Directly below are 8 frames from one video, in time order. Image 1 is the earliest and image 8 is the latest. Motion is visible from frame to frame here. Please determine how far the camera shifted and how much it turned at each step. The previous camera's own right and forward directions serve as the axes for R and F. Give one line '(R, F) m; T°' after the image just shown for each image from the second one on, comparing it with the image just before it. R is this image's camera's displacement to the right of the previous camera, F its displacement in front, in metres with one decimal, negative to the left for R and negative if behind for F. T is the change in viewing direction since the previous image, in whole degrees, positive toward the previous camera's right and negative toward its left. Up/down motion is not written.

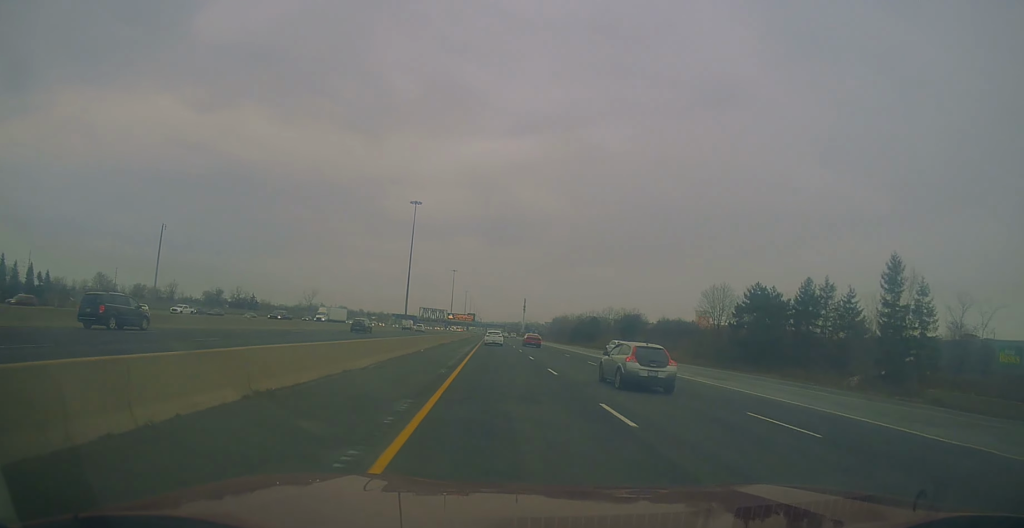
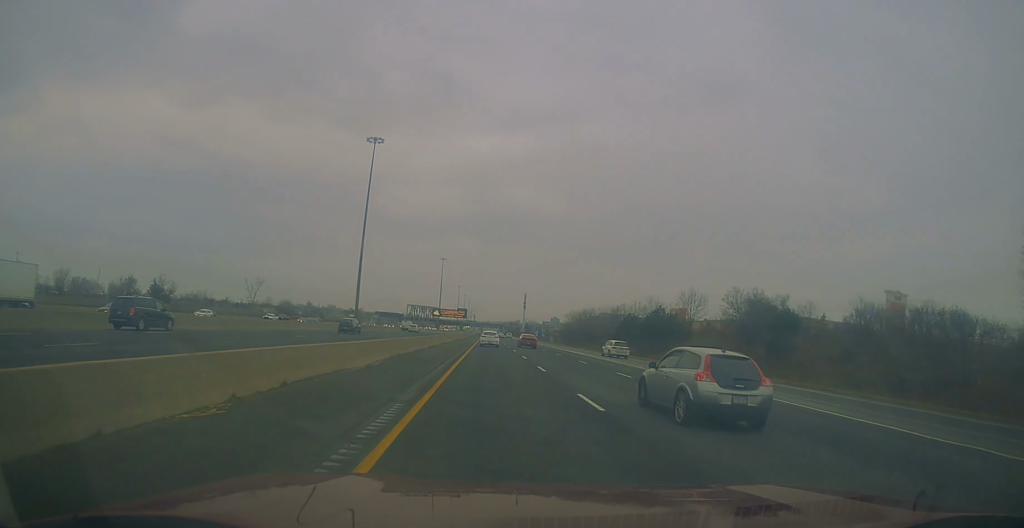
(0.0, +58.1) m; 0°
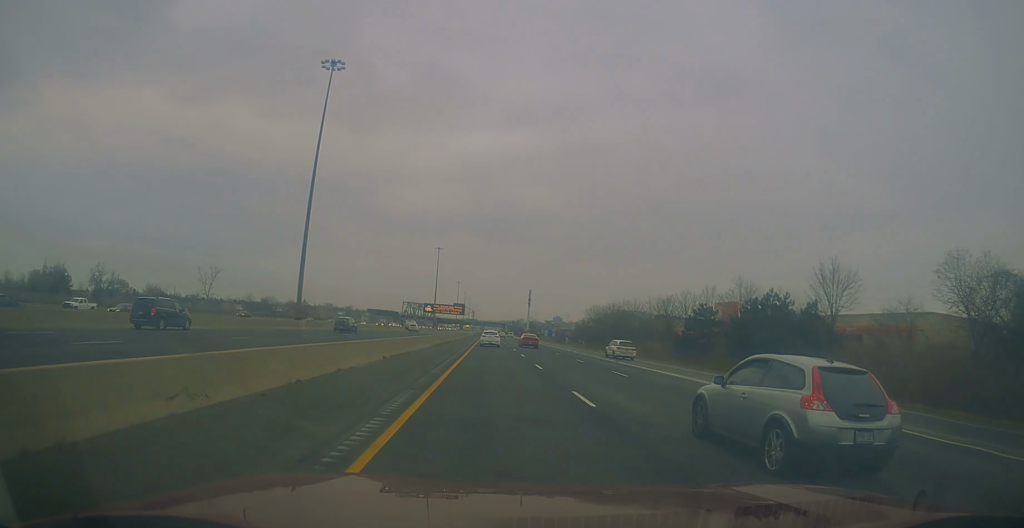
(+0.5, +34.6) m; +1°
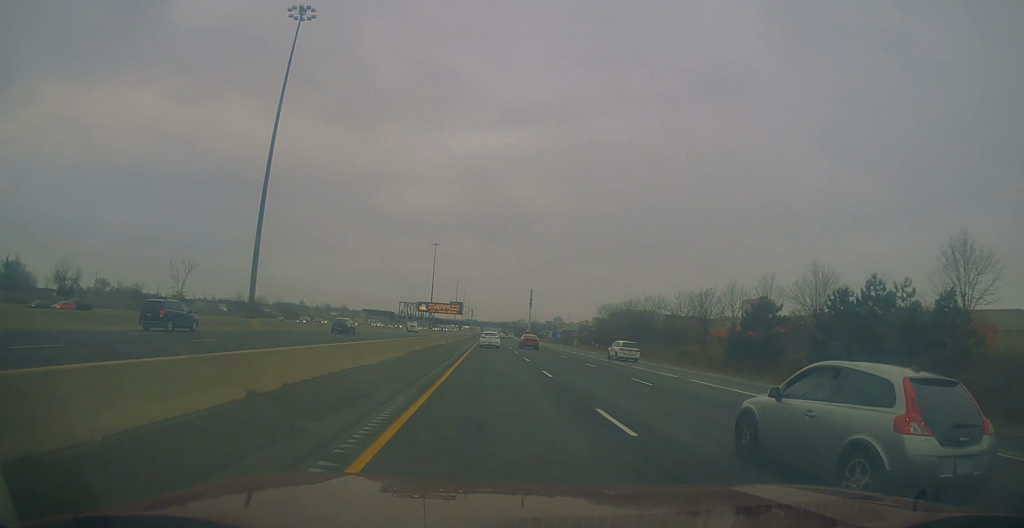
(0.0, +15.8) m; 0°
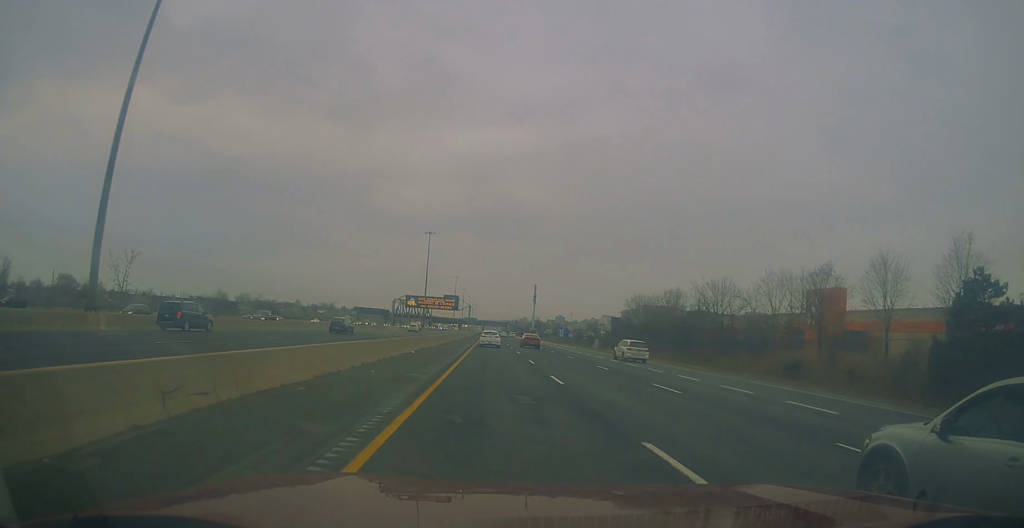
(+0.1, +27.4) m; 0°
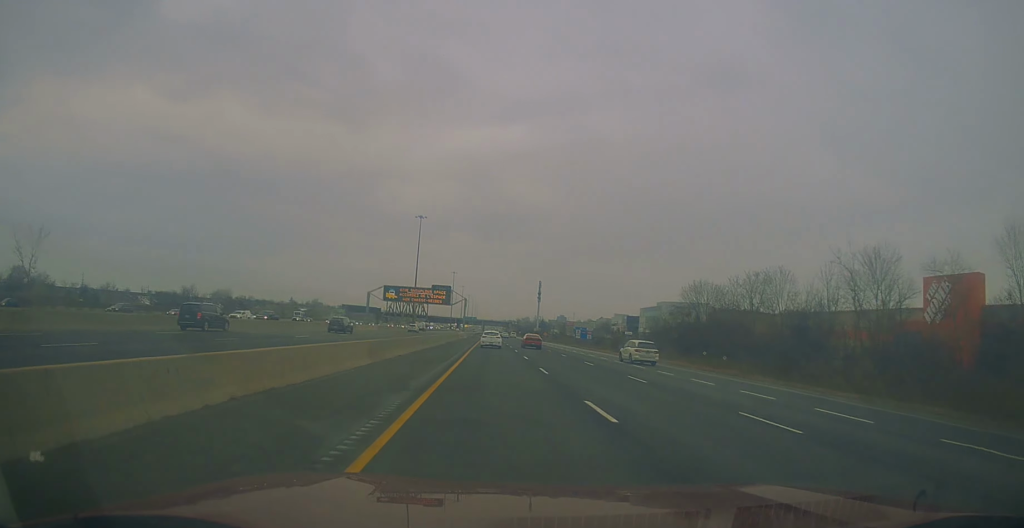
(-0.1, +31.7) m; -1°
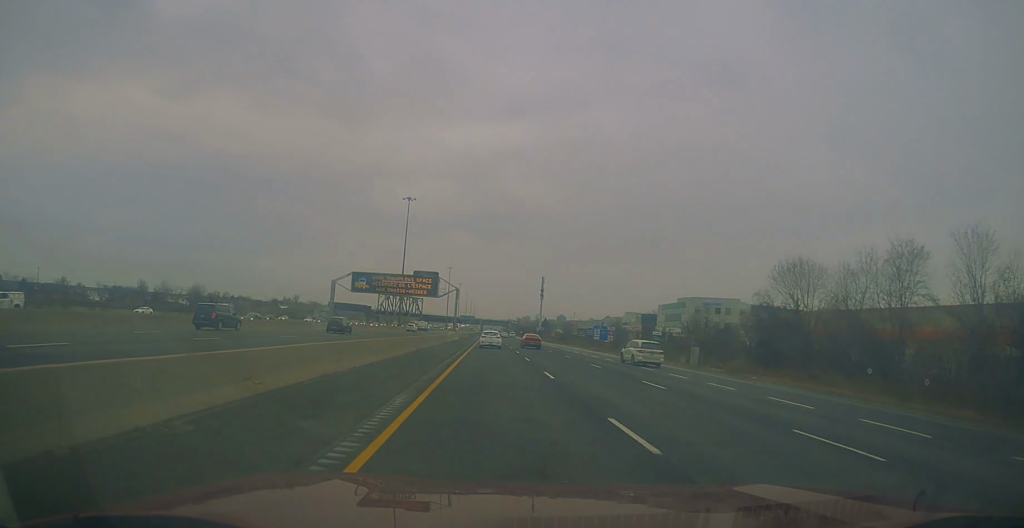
(-0.2, +26.4) m; 0°
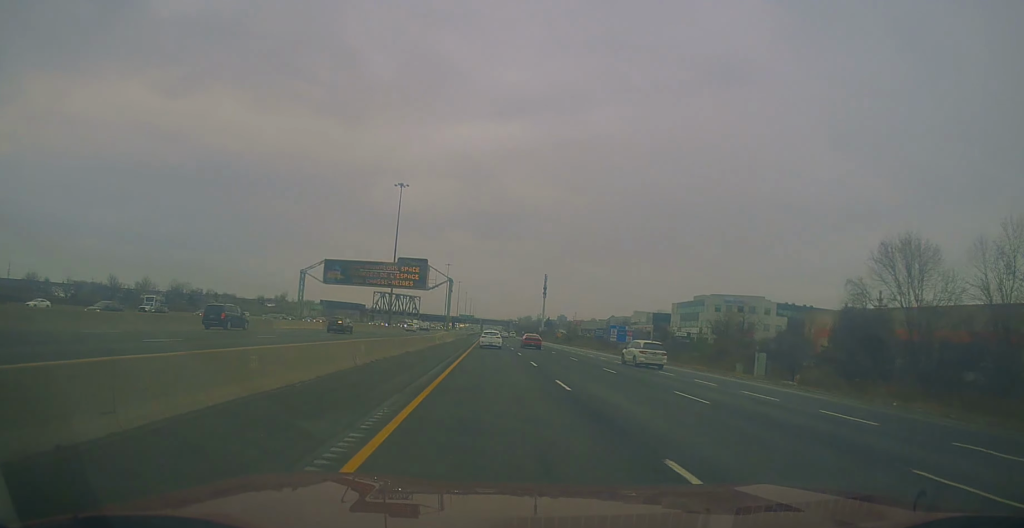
(0.0, +15.8) m; 0°
